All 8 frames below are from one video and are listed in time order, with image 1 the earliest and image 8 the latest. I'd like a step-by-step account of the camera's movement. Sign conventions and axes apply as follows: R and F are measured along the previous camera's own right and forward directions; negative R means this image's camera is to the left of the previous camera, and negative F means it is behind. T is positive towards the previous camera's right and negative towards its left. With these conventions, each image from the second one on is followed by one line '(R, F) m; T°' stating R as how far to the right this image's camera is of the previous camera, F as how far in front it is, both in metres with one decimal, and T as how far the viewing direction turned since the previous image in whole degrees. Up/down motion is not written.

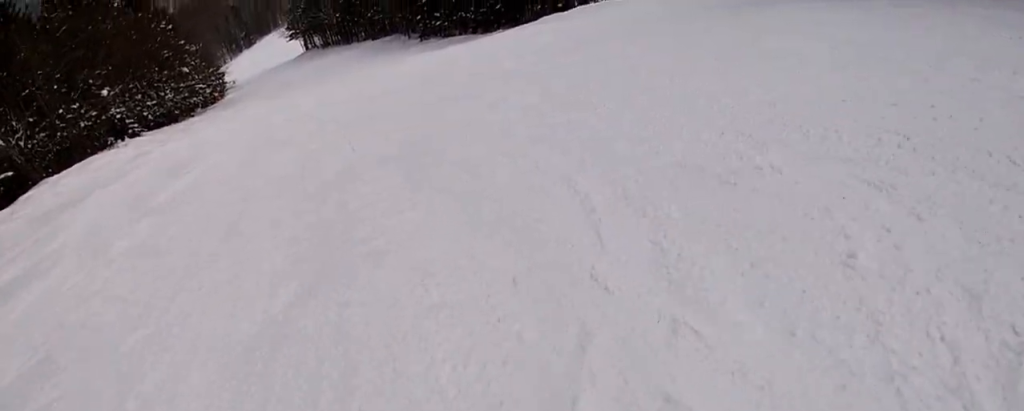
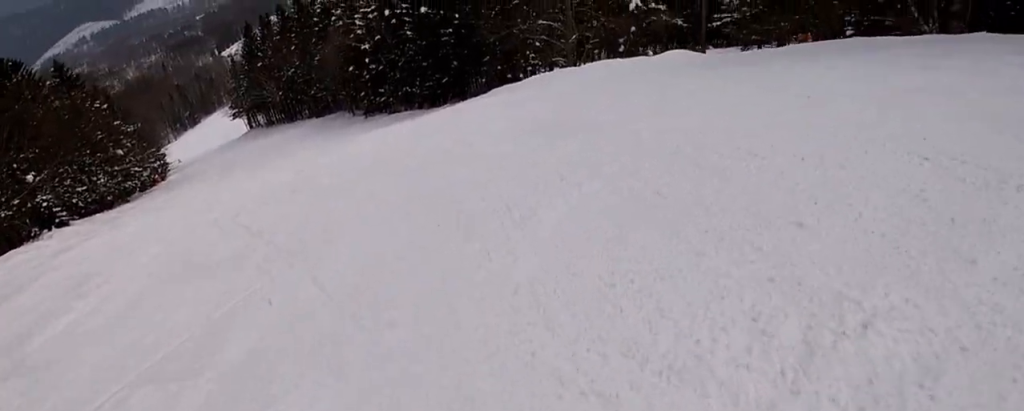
(+0.4, +2.7) m; +6°
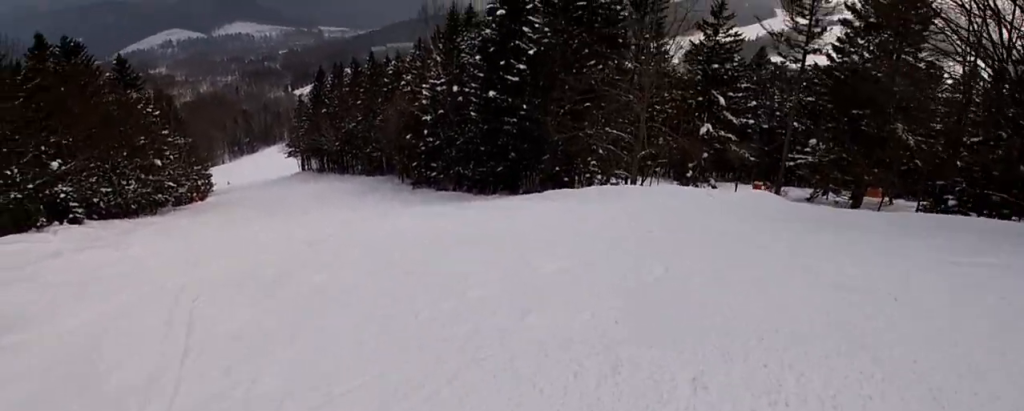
(+0.8, +3.2) m; +4°
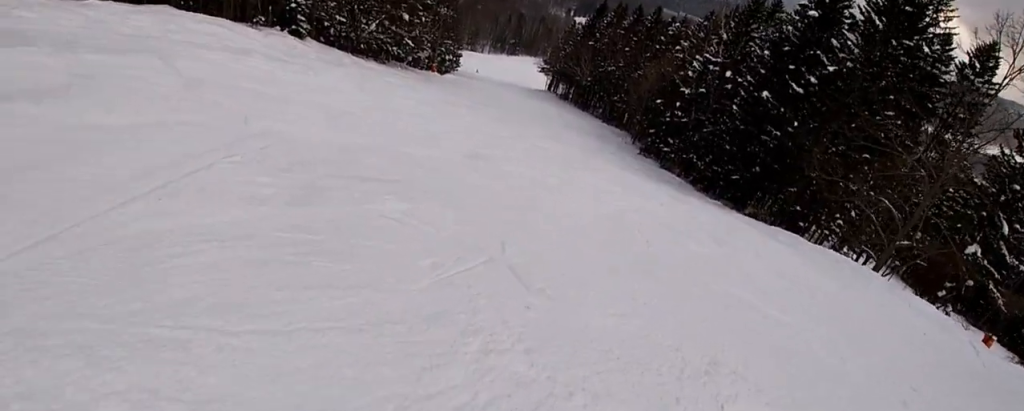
(0.0, +3.7) m; -7°
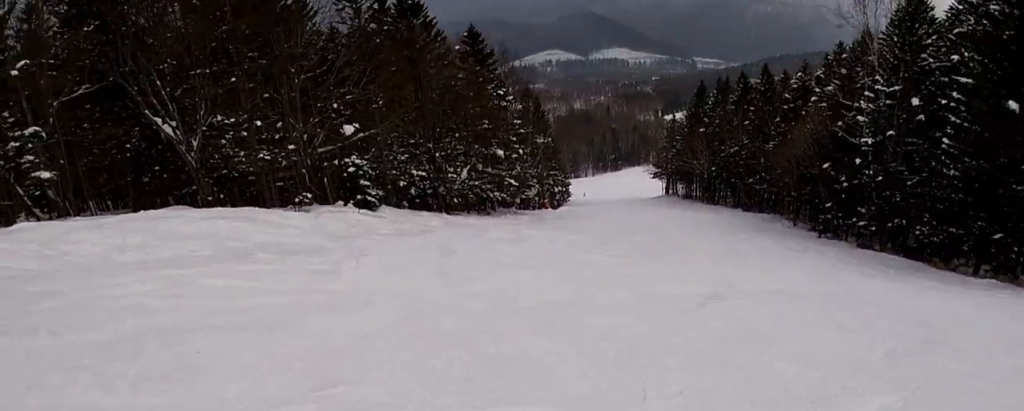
(-3.6, +10.0) m; -24°
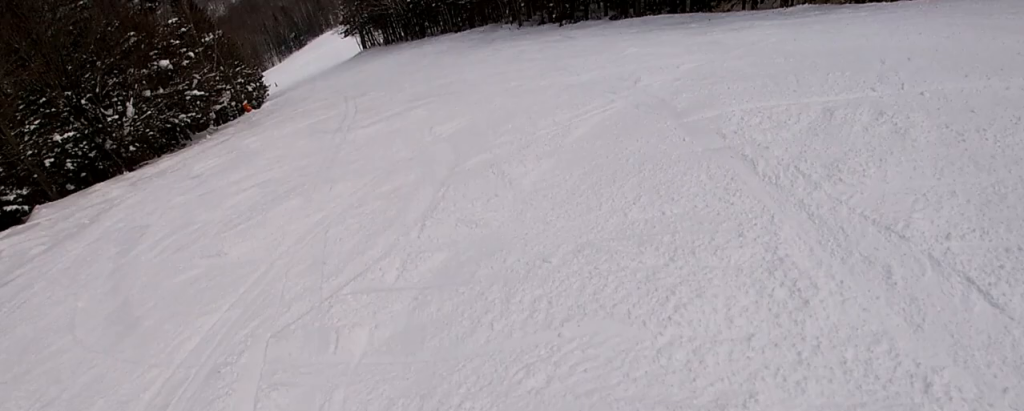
(+0.9, +5.6) m; +20°
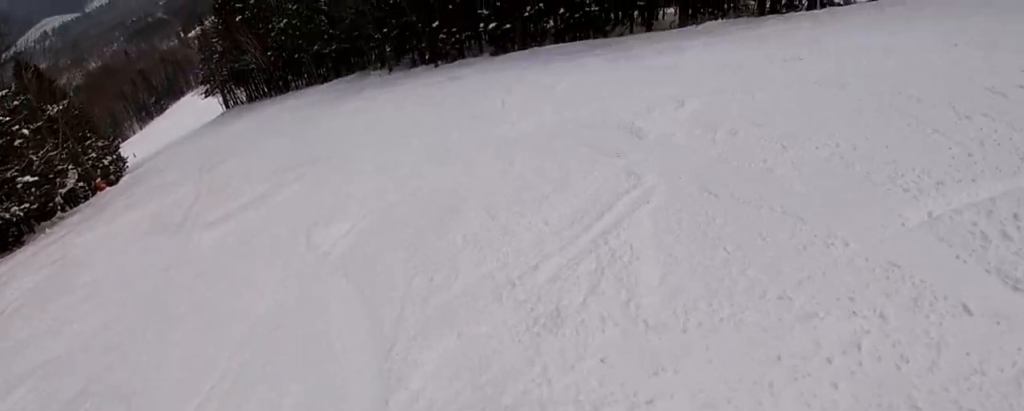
(+0.5, +2.7) m; +11°
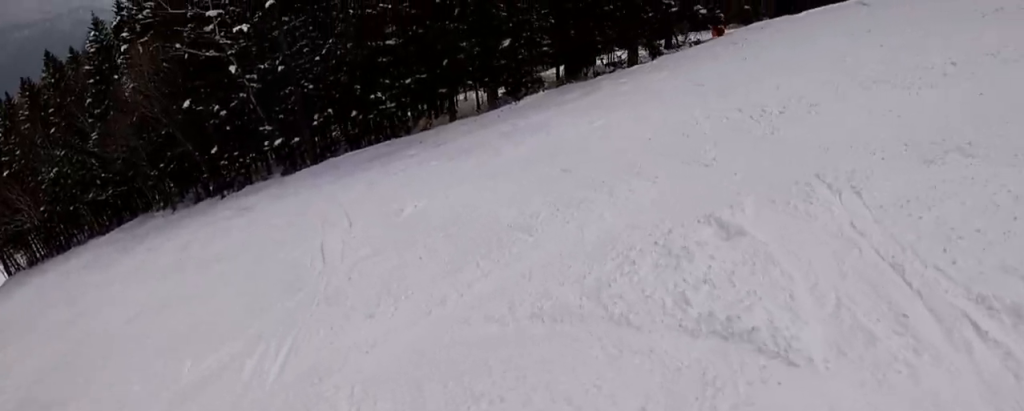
(+0.2, +3.2) m; +14°
